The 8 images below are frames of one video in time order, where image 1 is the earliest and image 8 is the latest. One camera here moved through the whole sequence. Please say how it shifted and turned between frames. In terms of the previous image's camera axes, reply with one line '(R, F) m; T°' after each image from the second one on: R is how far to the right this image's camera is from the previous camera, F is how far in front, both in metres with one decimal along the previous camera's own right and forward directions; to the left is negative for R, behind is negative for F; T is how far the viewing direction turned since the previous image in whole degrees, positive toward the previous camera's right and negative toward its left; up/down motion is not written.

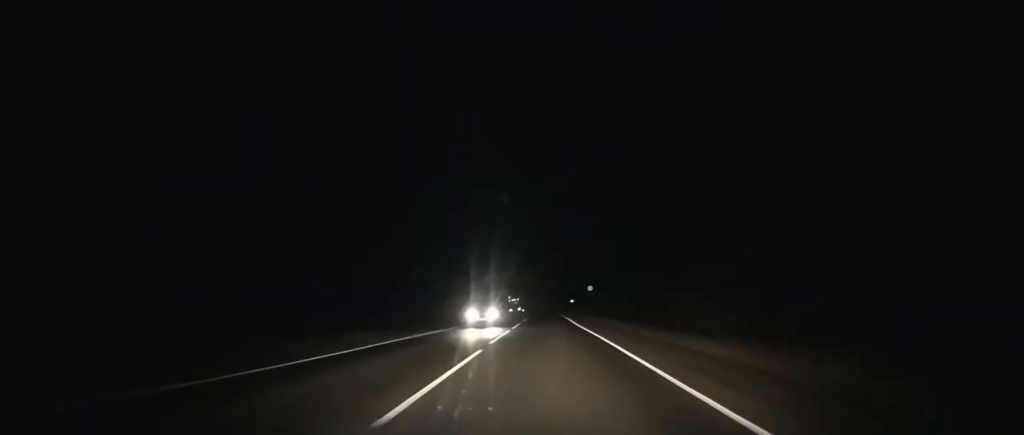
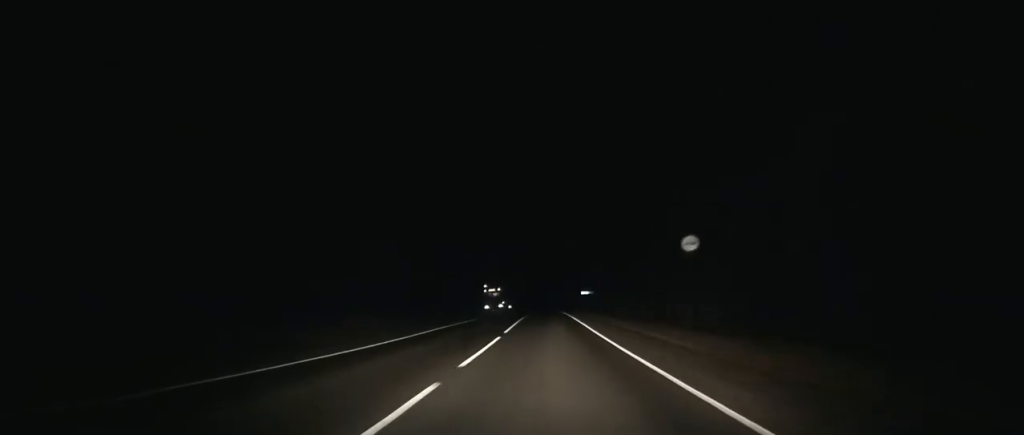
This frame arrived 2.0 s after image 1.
(+0.1, +53.4) m; 0°
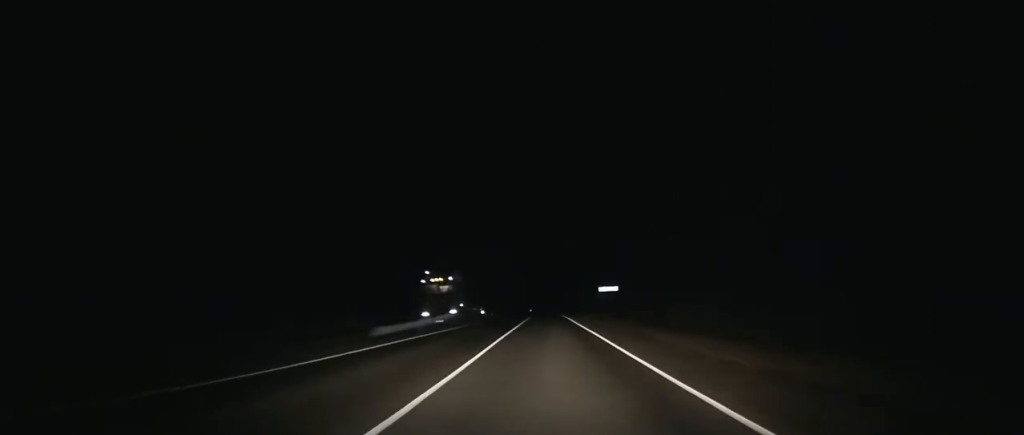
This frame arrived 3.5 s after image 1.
(0.0, +40.0) m; 0°
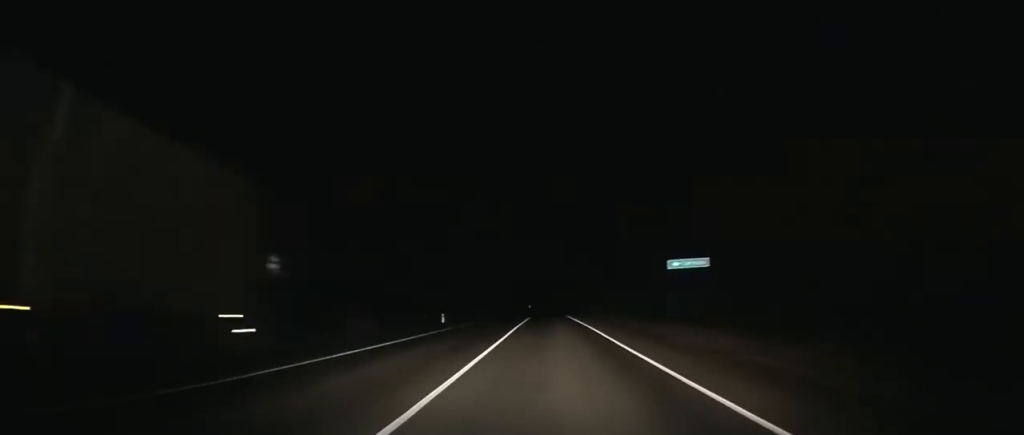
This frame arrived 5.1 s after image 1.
(+0.1, +42.8) m; 0°
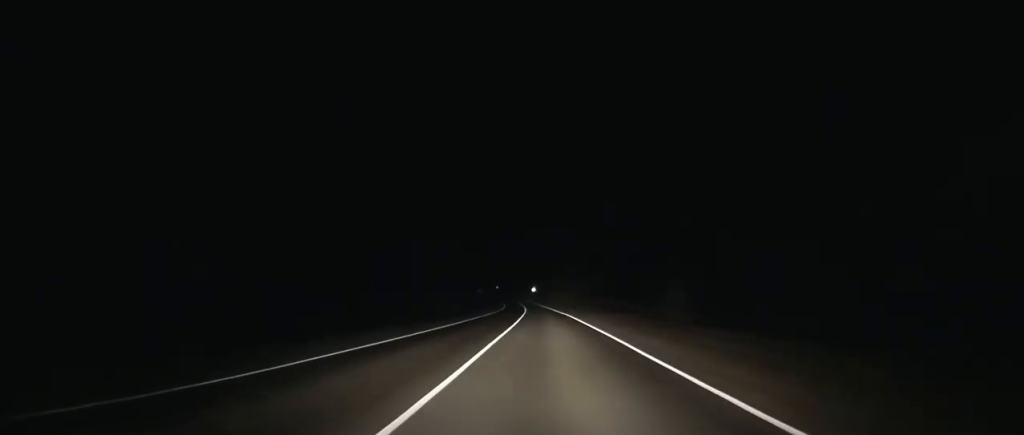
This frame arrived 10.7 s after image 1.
(-1.7, +158.1) m; -2°
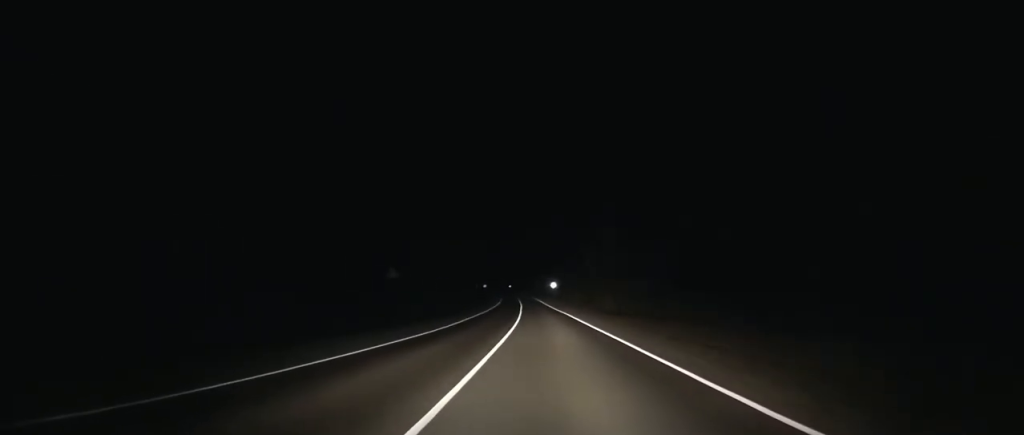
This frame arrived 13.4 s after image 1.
(-1.4, +77.2) m; -2°
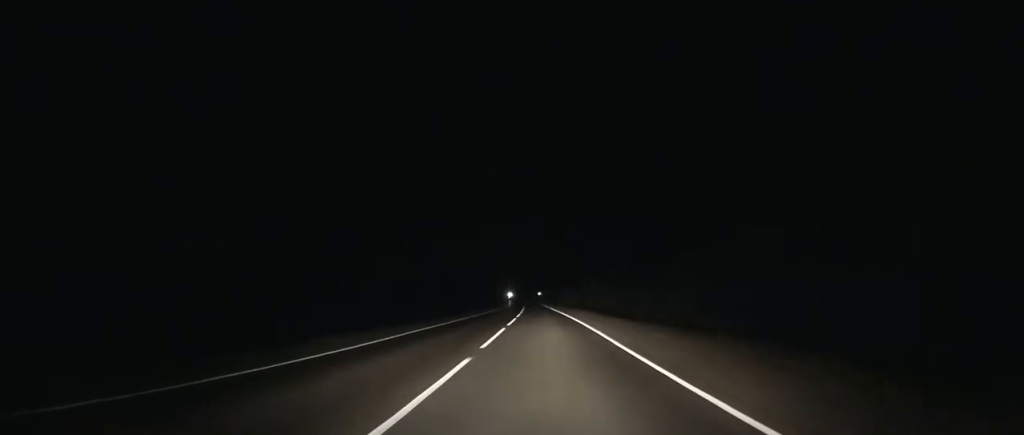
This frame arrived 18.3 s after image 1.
(-4.2, +138.6) m; -3°
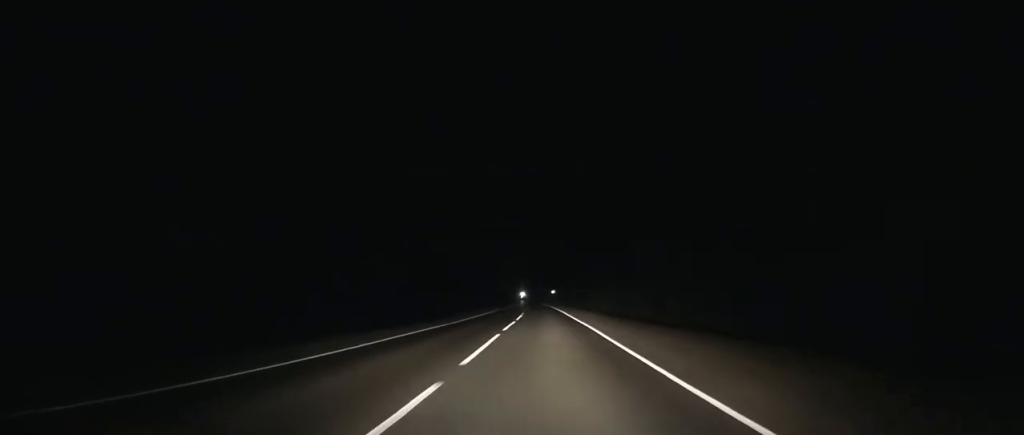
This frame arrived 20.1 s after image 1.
(-0.8, +51.1) m; -1°
